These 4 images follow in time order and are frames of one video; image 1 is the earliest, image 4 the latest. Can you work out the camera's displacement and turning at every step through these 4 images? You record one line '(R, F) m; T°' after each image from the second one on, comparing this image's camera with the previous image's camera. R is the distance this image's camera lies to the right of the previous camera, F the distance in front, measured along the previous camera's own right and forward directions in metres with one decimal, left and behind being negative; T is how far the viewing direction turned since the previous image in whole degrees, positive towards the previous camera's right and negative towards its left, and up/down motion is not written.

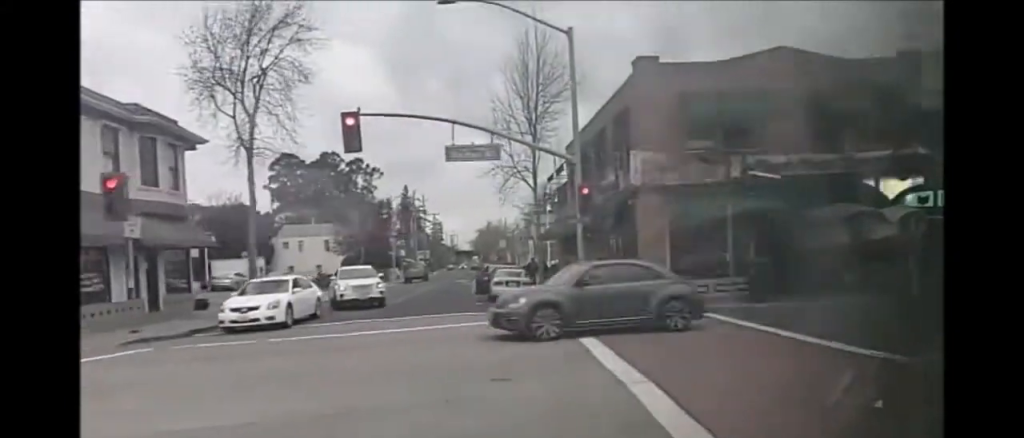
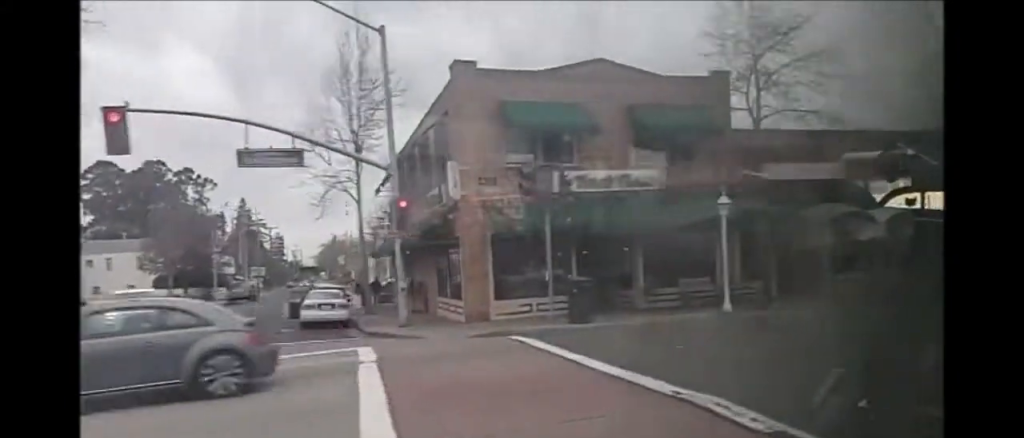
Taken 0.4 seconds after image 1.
(+0.7, +2.2) m; +15°
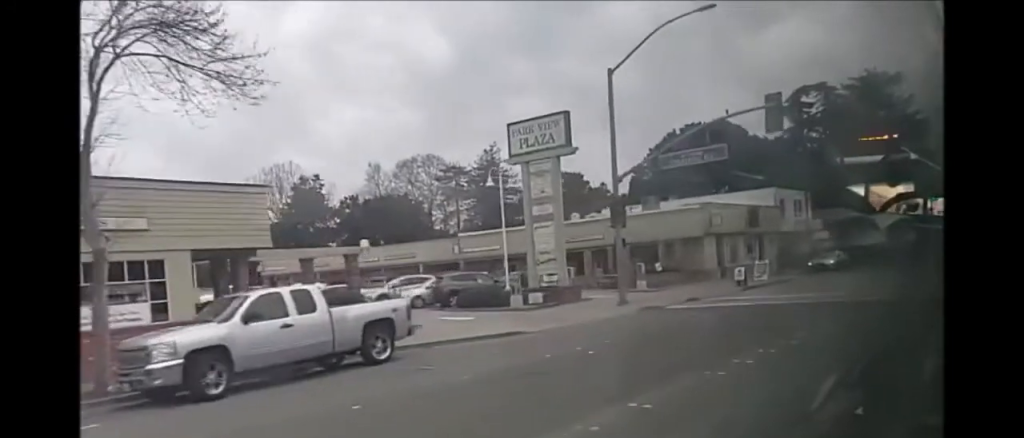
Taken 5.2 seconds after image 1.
(+23.6, +33.3) m; +41°
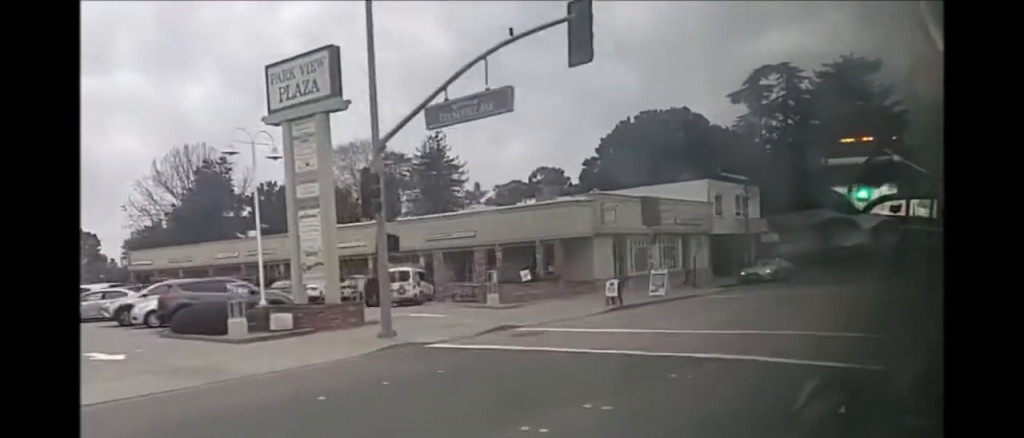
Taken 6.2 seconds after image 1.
(0.0, +12.1) m; +1°
